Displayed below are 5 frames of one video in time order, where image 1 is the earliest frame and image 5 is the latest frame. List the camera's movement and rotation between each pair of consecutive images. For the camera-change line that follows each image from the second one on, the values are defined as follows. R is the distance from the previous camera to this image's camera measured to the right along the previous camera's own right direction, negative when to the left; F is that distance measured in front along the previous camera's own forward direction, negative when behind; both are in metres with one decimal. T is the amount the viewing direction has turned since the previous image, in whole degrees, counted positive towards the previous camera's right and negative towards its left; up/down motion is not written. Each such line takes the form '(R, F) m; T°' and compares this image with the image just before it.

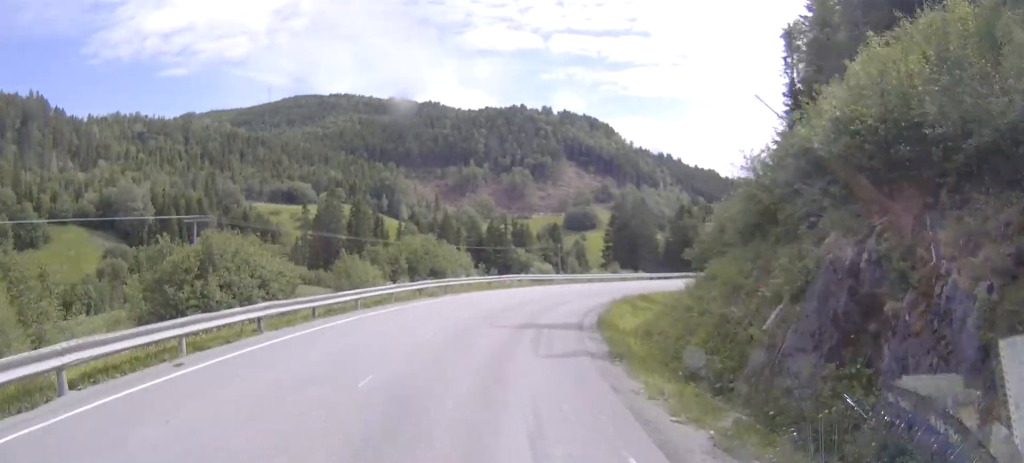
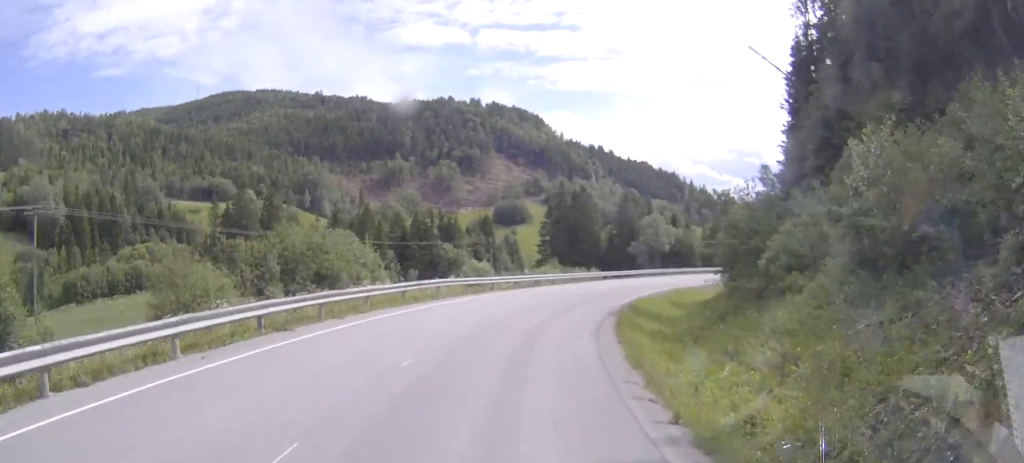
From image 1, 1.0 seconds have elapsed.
(+0.8, +15.2) m; +6°
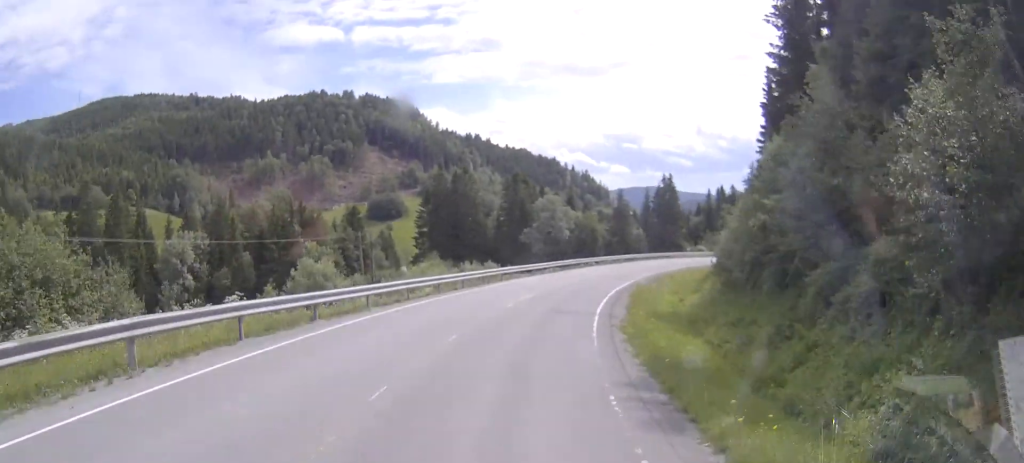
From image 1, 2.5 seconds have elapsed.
(+2.2, +20.6) m; +10°
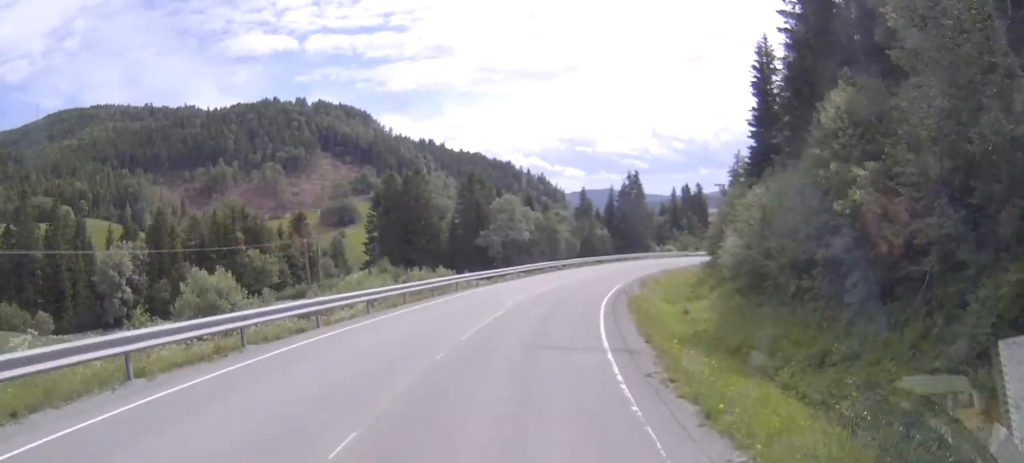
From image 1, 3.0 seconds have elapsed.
(+0.4, +8.6) m; +3°
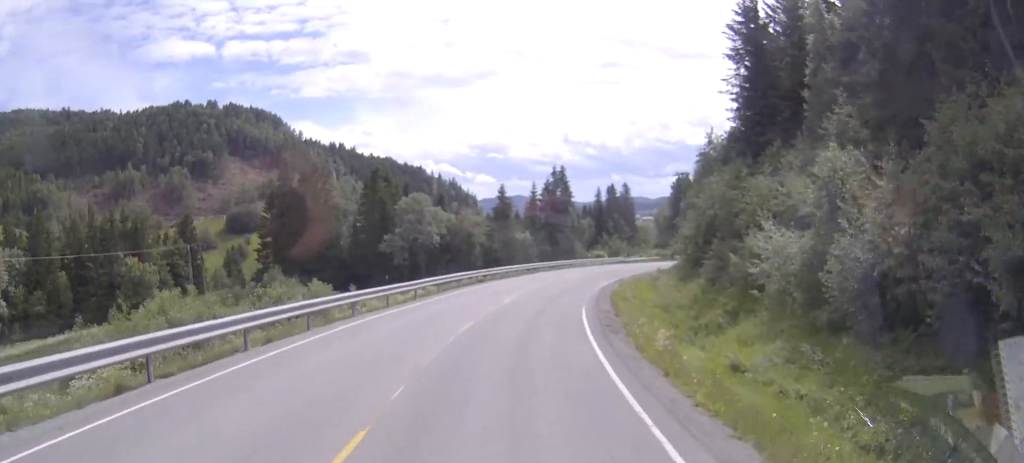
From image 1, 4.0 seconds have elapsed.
(0.0, +14.8) m; +4°
